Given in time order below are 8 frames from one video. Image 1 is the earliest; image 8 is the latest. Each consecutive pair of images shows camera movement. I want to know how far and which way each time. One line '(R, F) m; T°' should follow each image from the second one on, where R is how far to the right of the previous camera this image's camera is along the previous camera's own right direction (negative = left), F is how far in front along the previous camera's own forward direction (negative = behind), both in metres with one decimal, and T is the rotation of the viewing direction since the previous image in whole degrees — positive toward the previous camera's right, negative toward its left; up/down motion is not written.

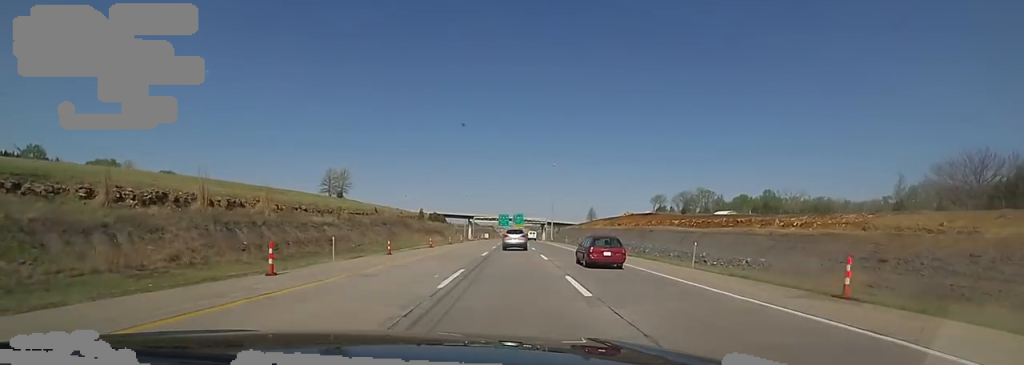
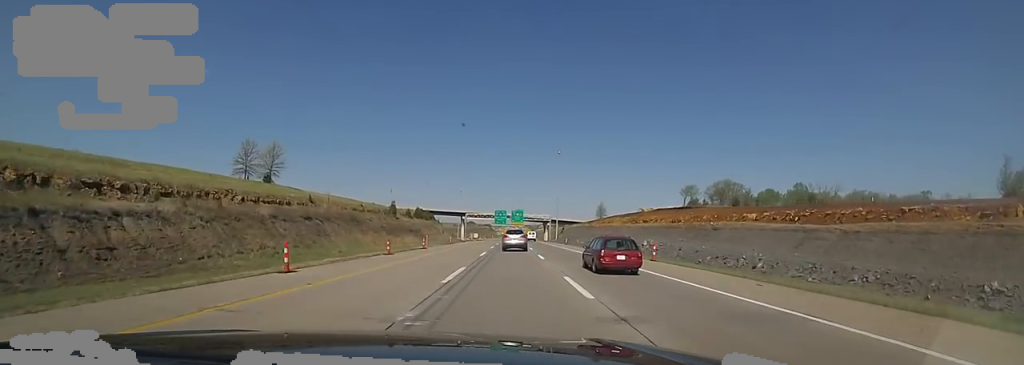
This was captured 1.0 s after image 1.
(0.0, +29.9) m; 0°
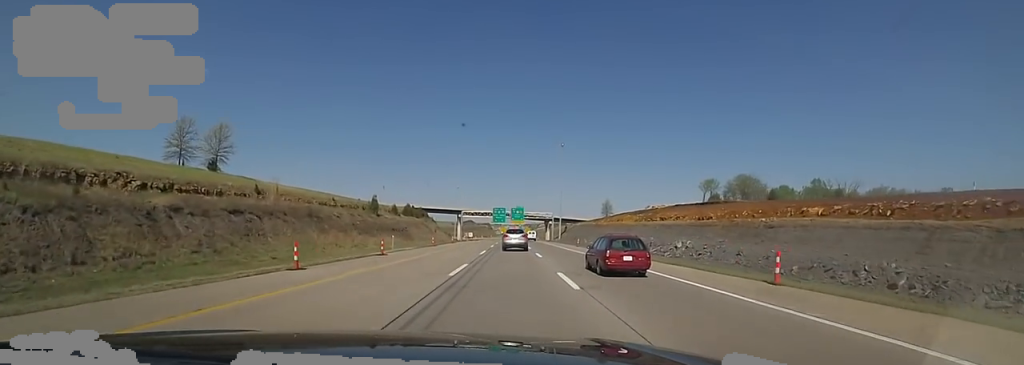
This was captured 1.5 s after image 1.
(+0.1, +13.8) m; 0°
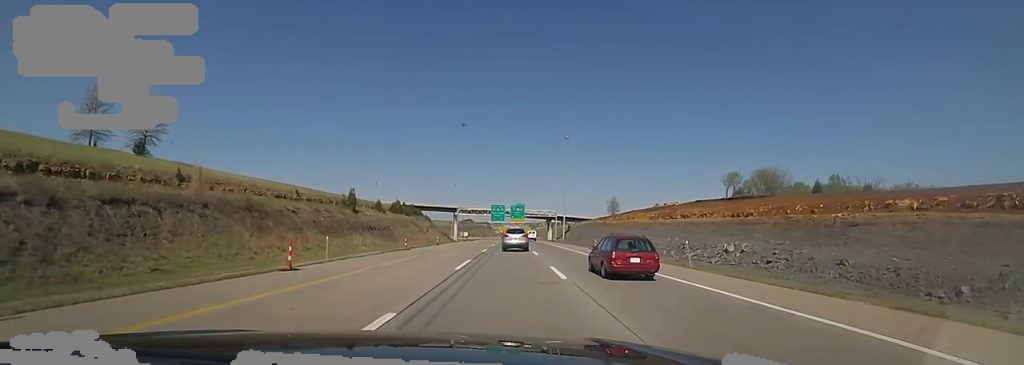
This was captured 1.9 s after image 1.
(0.0, +12.5) m; -1°
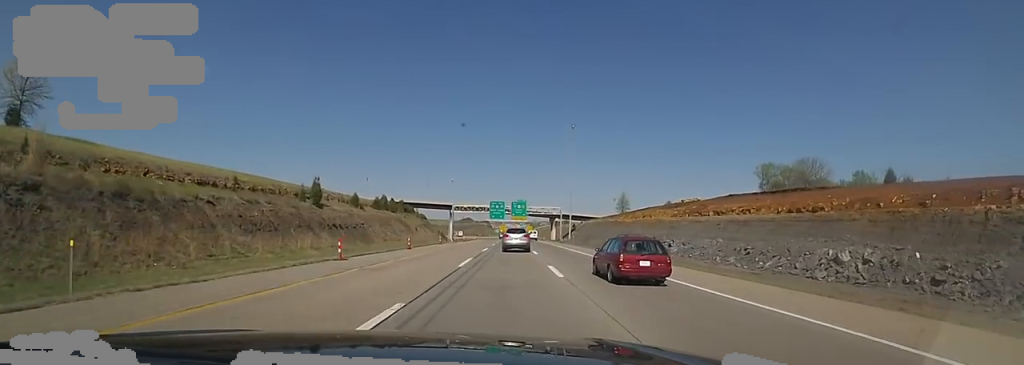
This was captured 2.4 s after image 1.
(+0.2, +14.3) m; -1°
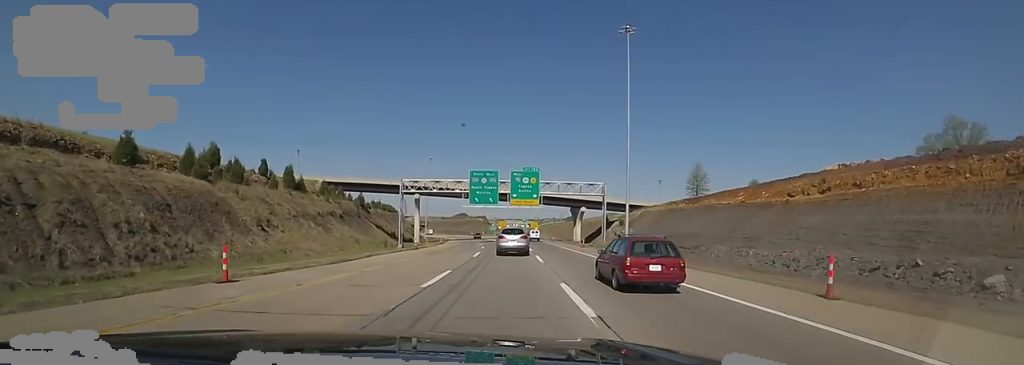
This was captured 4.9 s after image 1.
(+0.9, +67.4) m; +3°
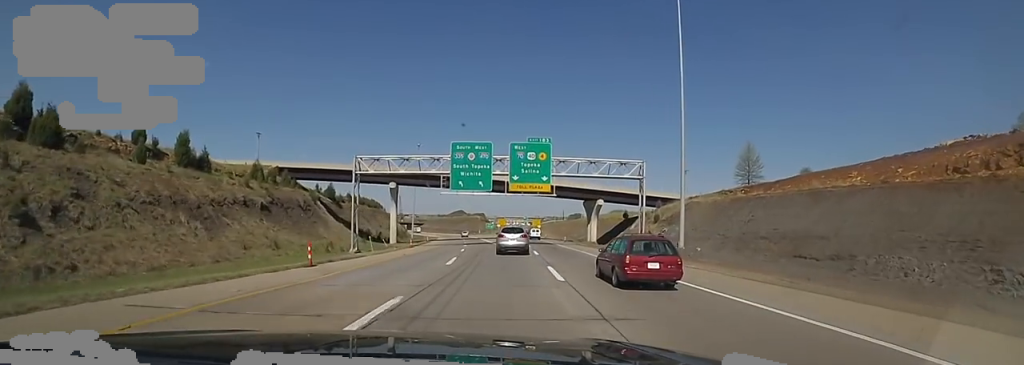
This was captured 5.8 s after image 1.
(-0.1, +23.1) m; -2°
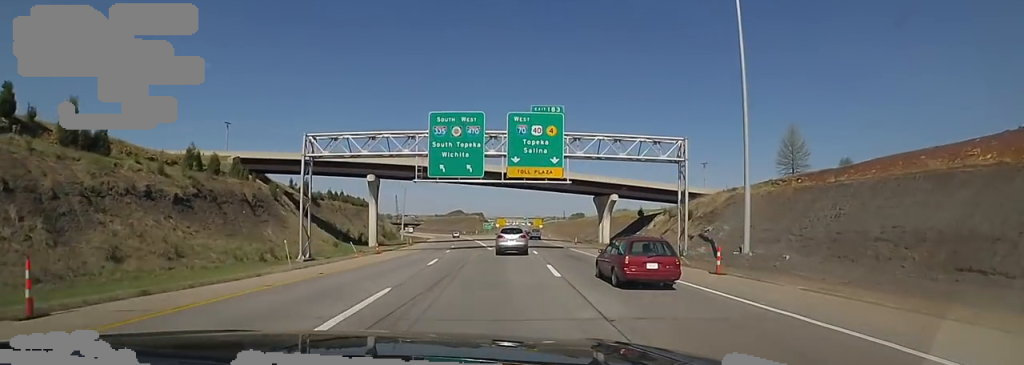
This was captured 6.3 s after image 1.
(-0.9, +13.6) m; 0°
